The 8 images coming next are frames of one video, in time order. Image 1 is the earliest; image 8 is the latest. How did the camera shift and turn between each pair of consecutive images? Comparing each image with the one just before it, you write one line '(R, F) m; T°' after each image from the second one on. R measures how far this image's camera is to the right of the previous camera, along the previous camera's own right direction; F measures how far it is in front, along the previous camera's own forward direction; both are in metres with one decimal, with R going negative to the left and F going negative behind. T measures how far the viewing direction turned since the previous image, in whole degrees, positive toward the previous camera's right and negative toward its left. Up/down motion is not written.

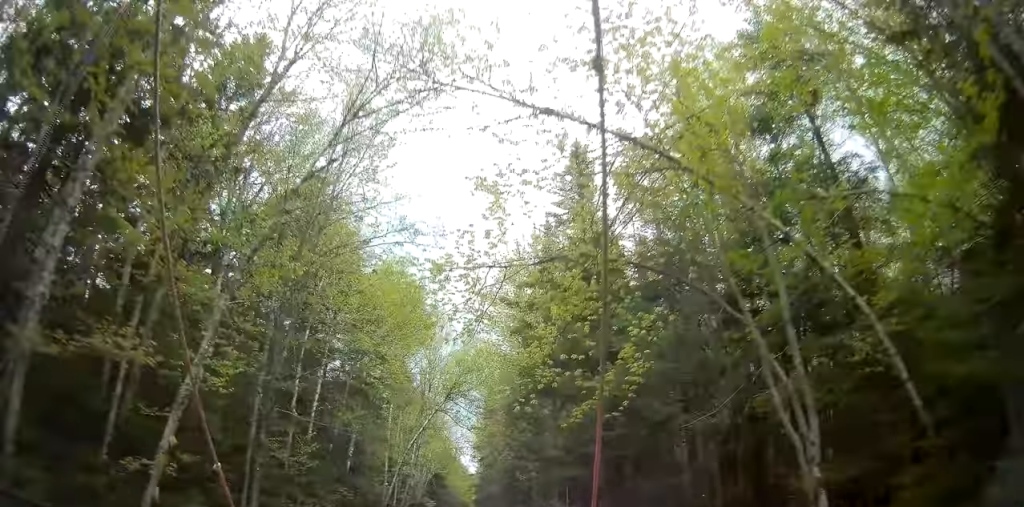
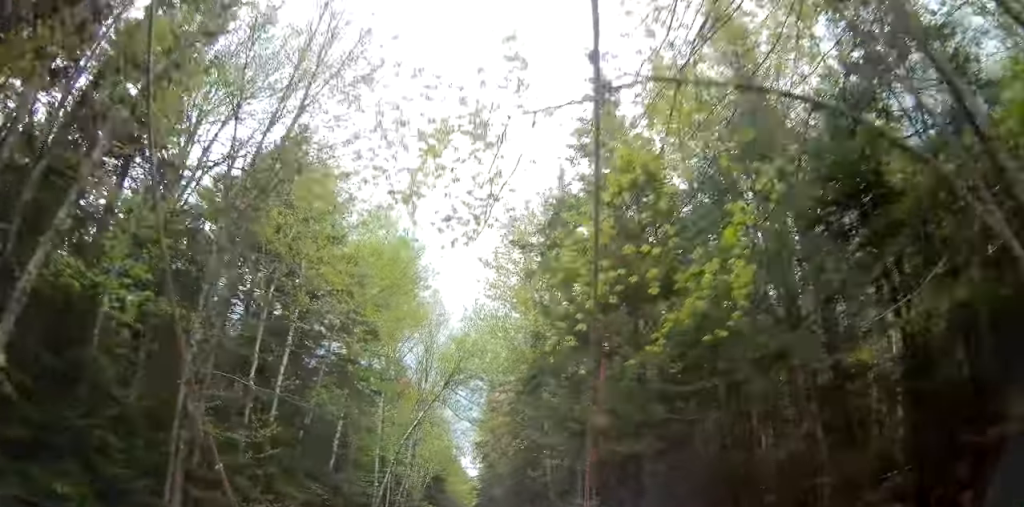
(-0.1, +4.1) m; -2°
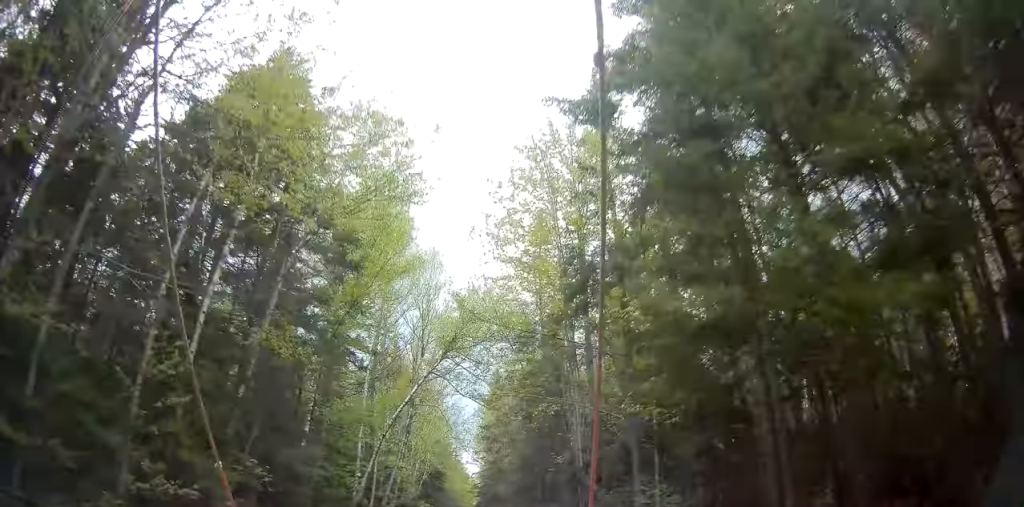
(-0.1, +5.5) m; -1°
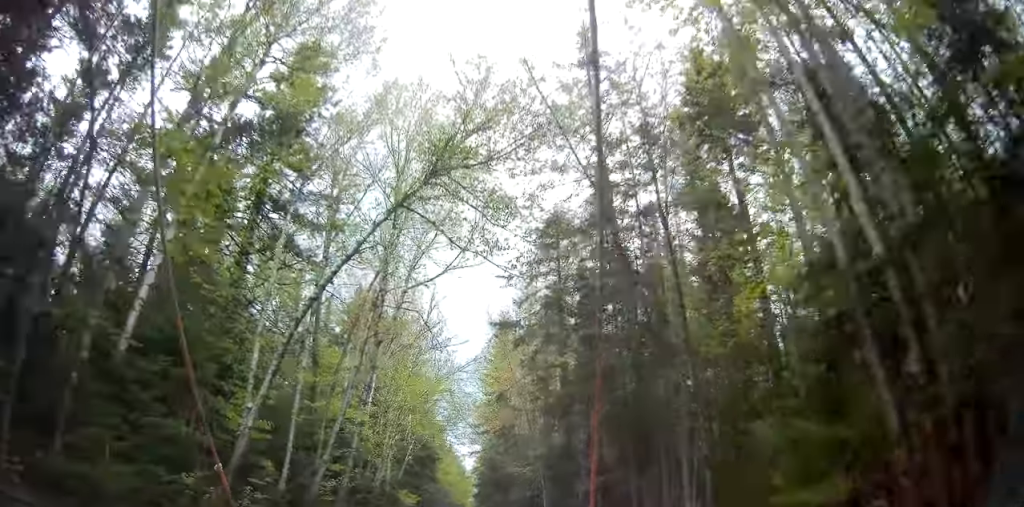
(0.0, +13.3) m; +1°
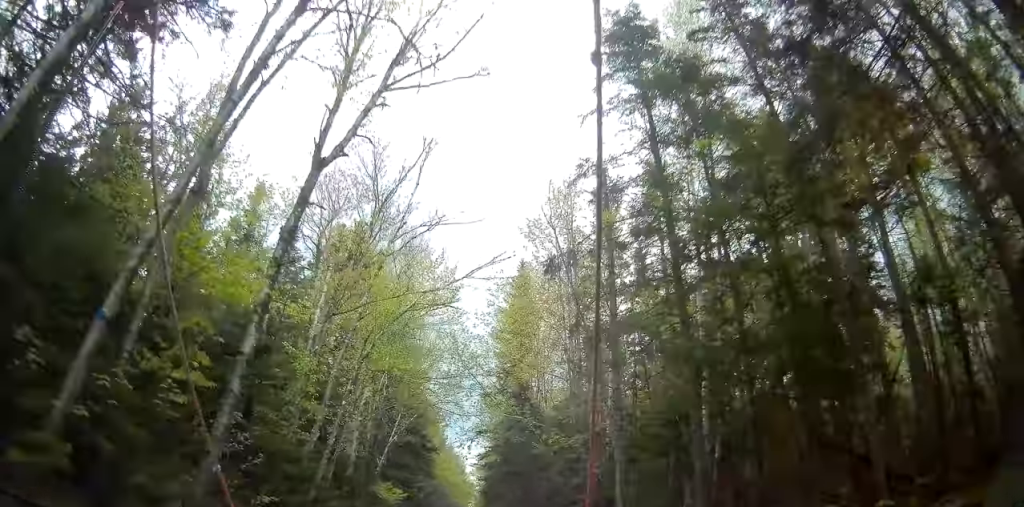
(+0.1, +11.8) m; +1°
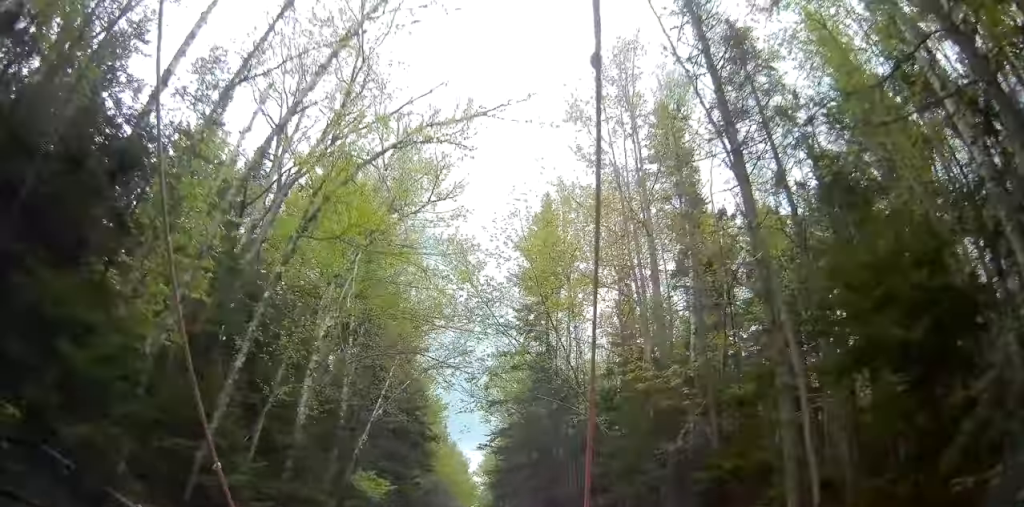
(0.0, +8.0) m; 0°
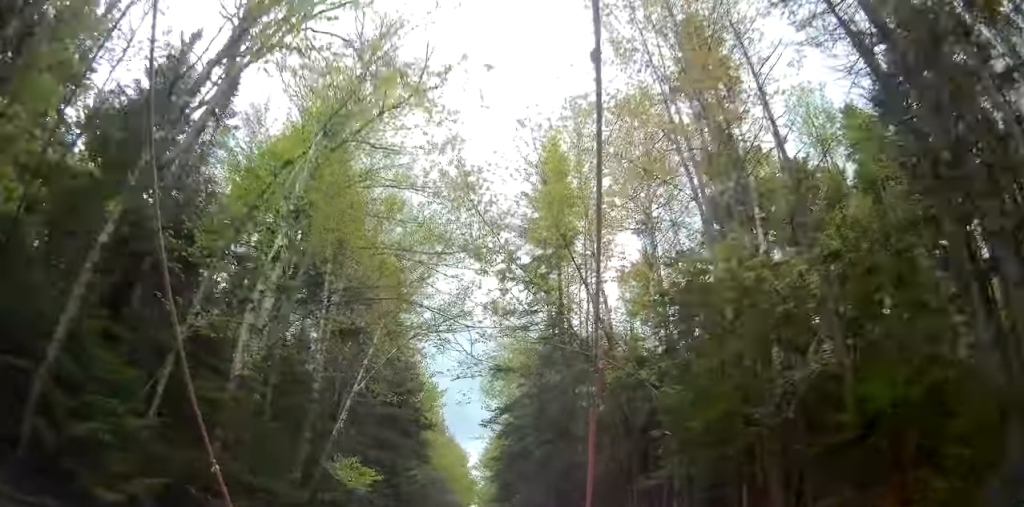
(0.0, +4.3) m; 0°
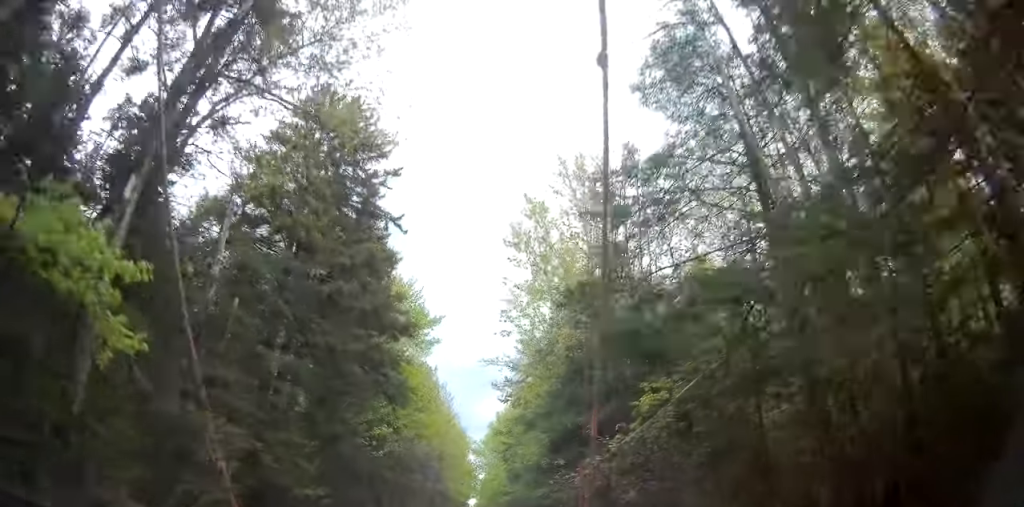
(0.0, +18.6) m; -2°
